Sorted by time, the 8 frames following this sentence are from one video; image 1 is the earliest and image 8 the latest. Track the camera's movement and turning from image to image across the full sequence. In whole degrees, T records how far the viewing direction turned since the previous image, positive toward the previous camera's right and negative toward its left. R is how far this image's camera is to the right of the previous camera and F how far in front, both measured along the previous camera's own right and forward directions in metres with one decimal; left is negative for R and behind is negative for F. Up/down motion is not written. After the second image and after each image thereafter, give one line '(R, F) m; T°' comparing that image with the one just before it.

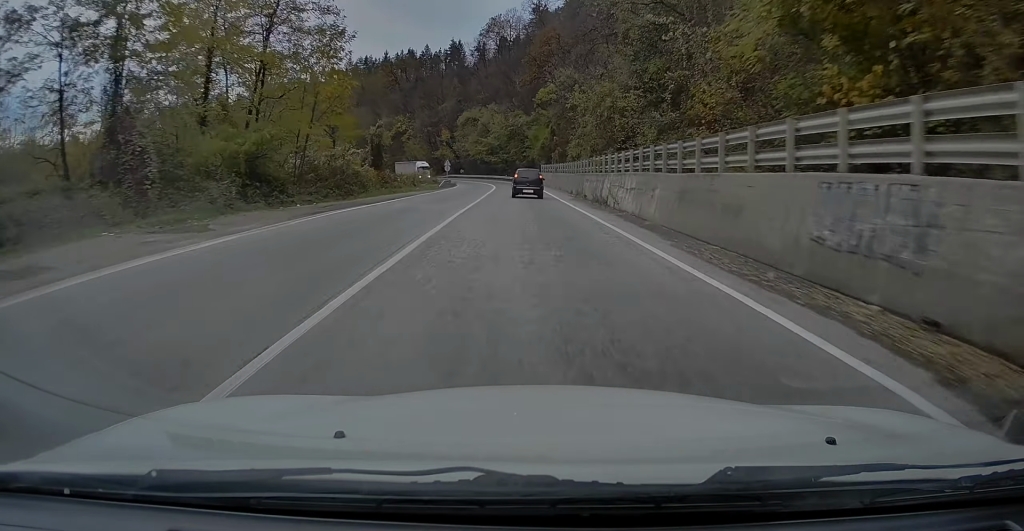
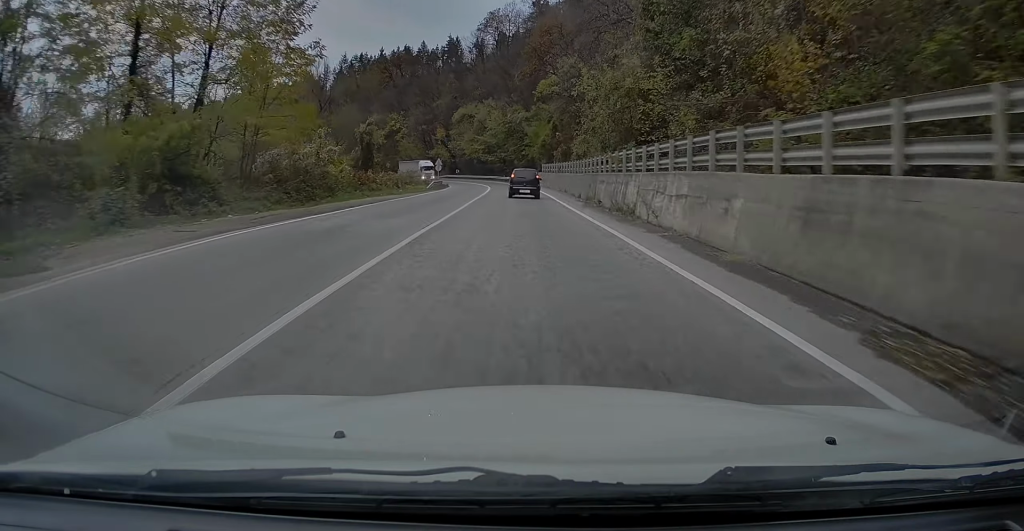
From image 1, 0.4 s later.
(0.0, +8.1) m; 0°
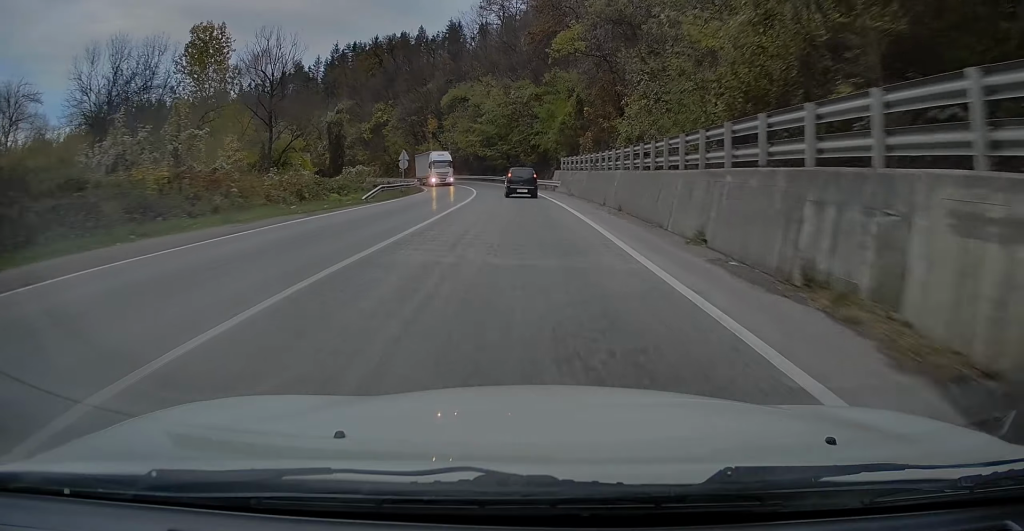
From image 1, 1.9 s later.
(-0.1, +26.9) m; -1°
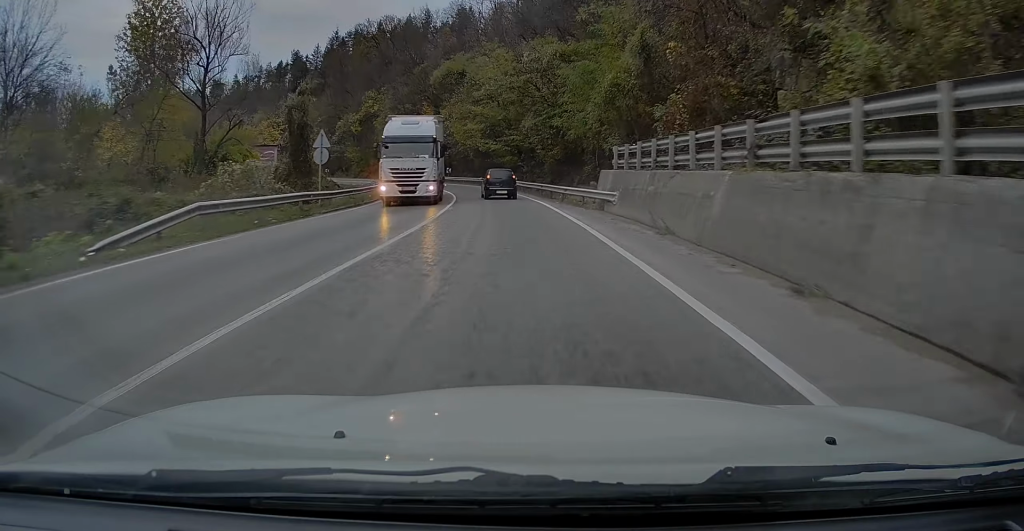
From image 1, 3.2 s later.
(-0.4, +23.6) m; -2°
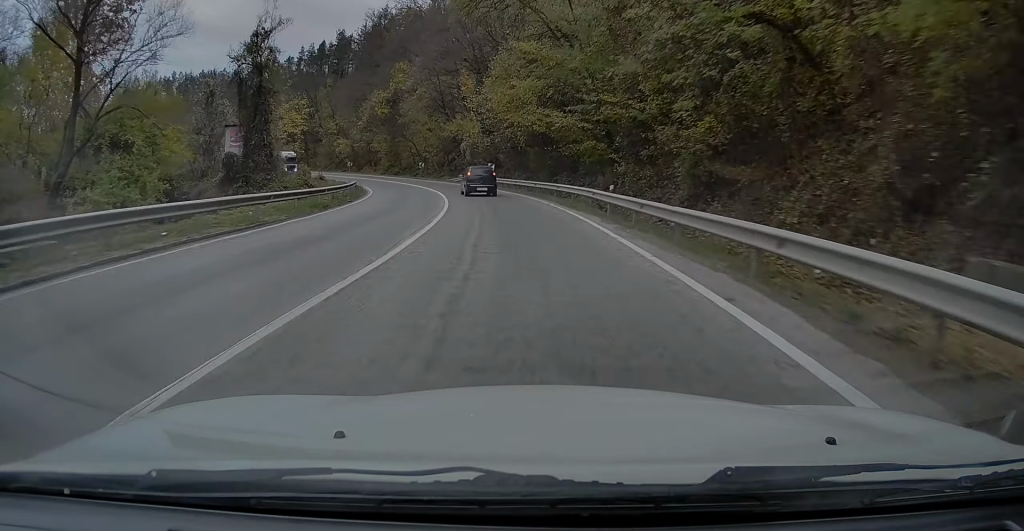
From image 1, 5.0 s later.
(-1.3, +29.5) m; -6°
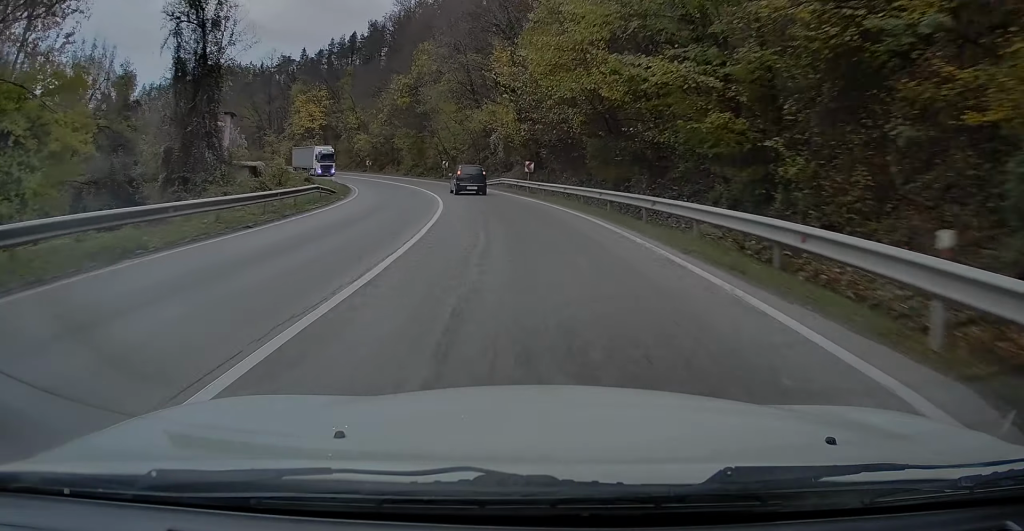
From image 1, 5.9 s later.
(-0.4, +15.3) m; -3°
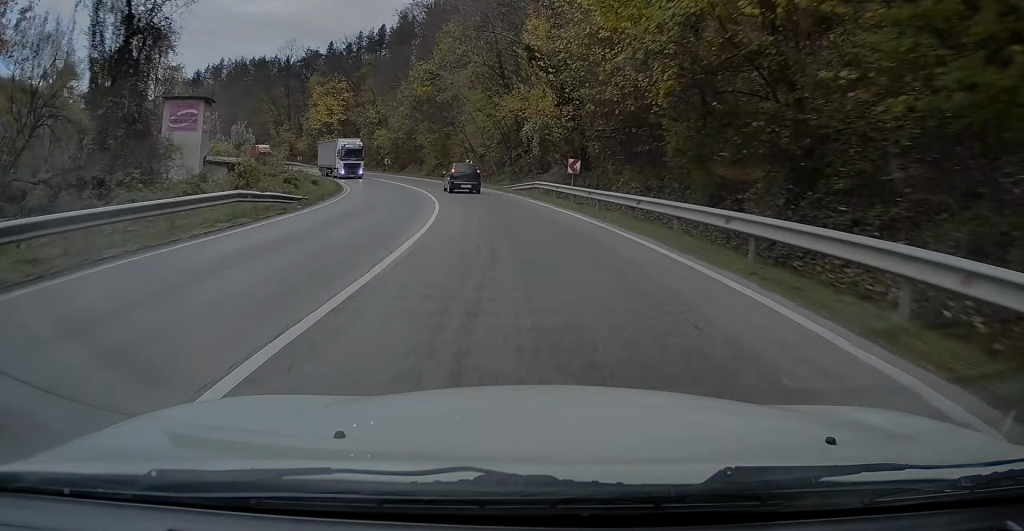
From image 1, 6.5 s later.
(-0.3, +10.8) m; -3°
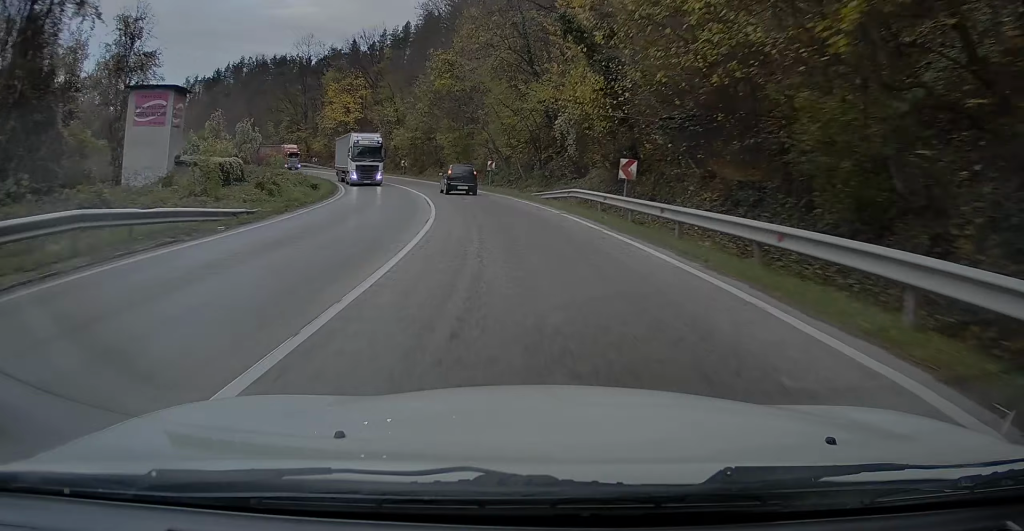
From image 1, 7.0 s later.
(+0.1, +8.0) m; -3°
